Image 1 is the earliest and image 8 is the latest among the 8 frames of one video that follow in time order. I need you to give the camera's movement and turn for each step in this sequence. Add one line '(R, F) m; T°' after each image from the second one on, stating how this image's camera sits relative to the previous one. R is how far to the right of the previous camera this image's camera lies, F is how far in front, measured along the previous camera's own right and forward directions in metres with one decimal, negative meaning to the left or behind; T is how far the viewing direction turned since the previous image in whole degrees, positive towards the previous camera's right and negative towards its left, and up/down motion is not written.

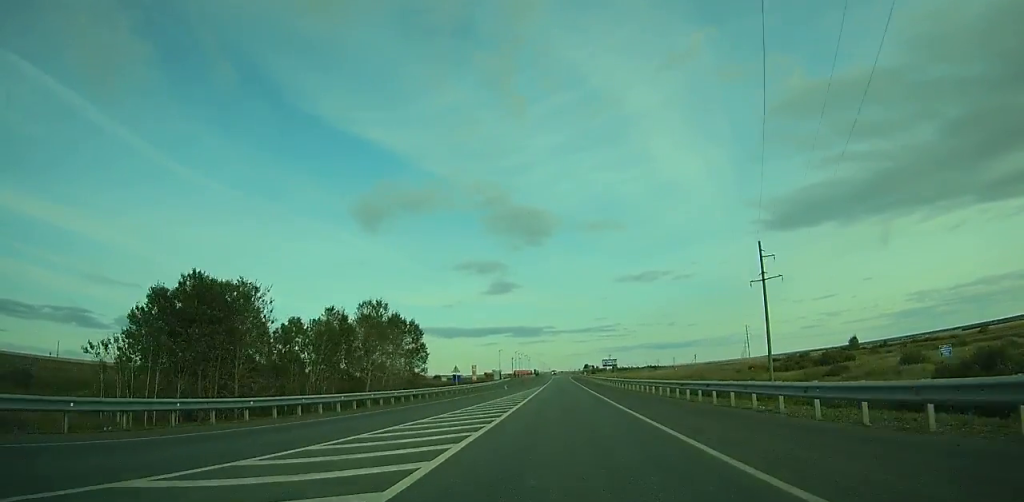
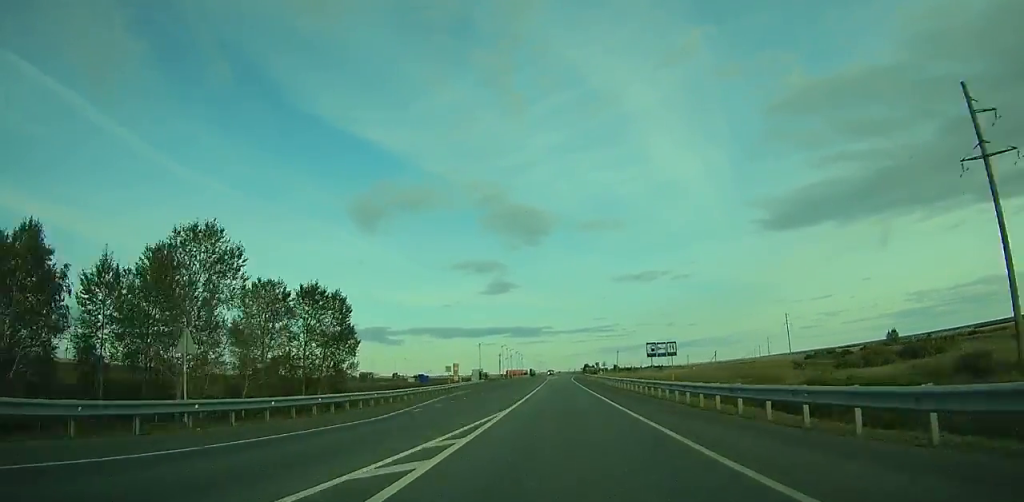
(-0.1, +44.9) m; 0°
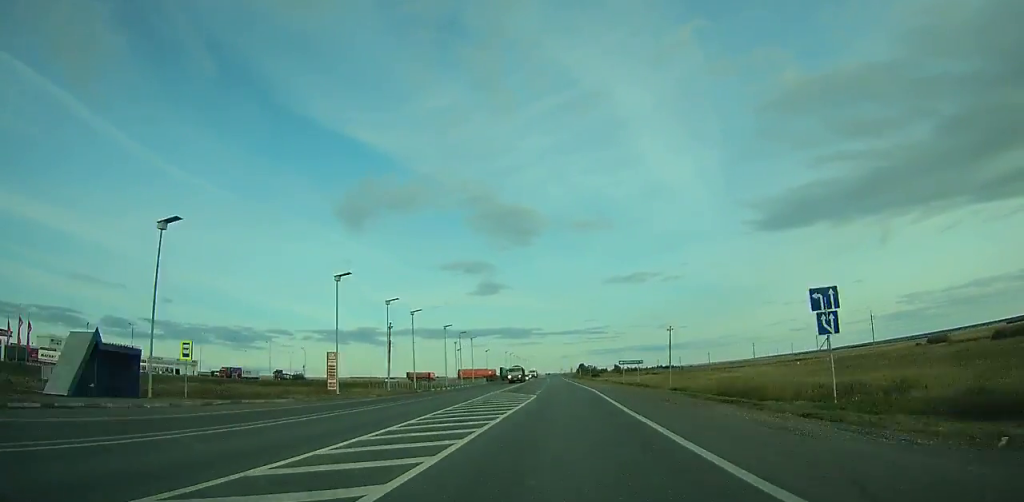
(+0.3, +123.4) m; 0°
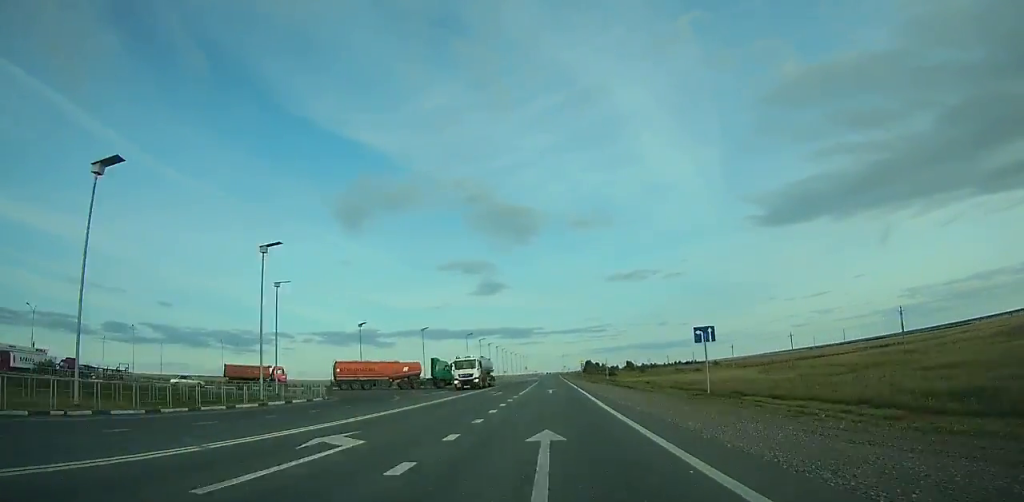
(+0.4, +90.7) m; 0°
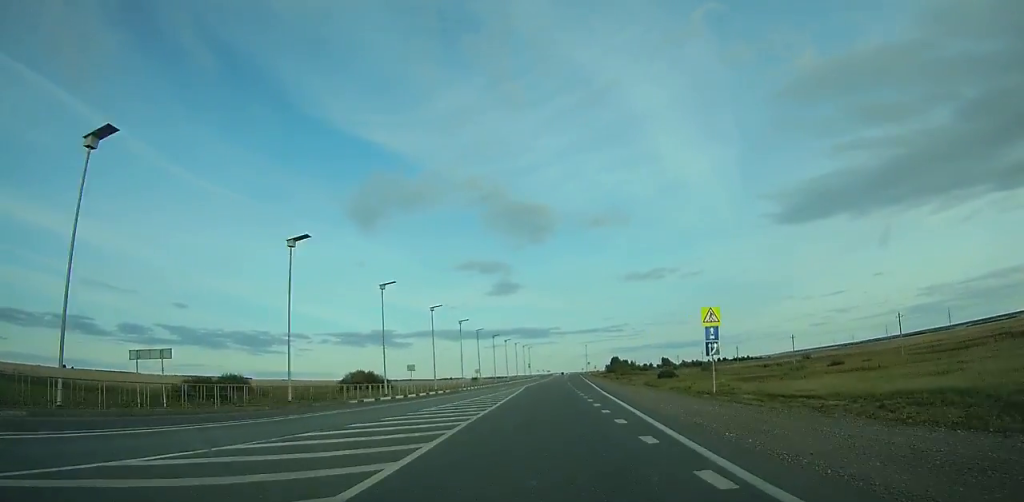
(-0.2, +104.6) m; -1°
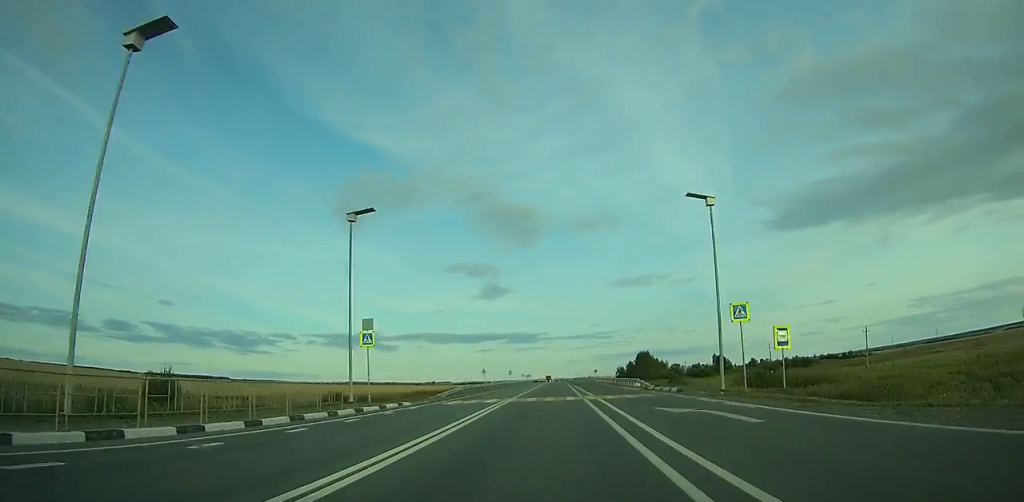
(-2.3, +165.4) m; 0°
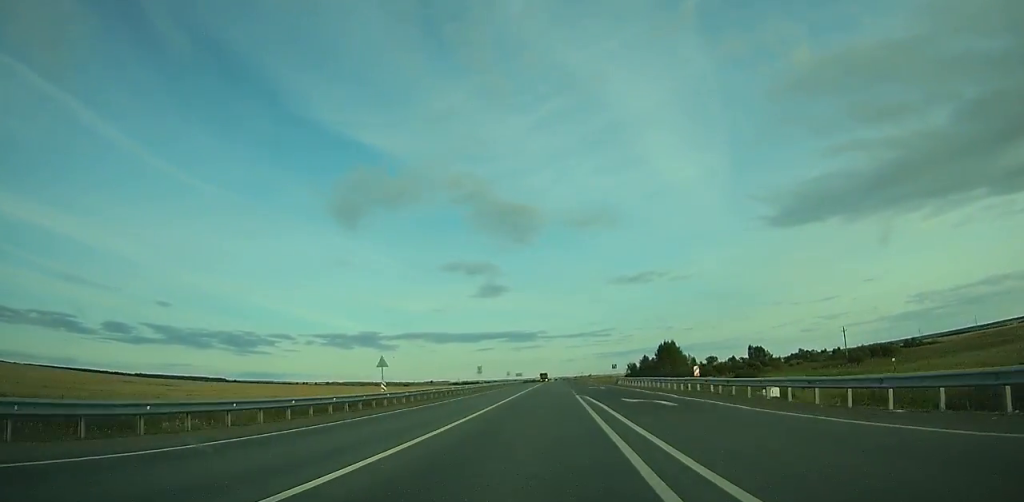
(+0.5, +51.3) m; 0°
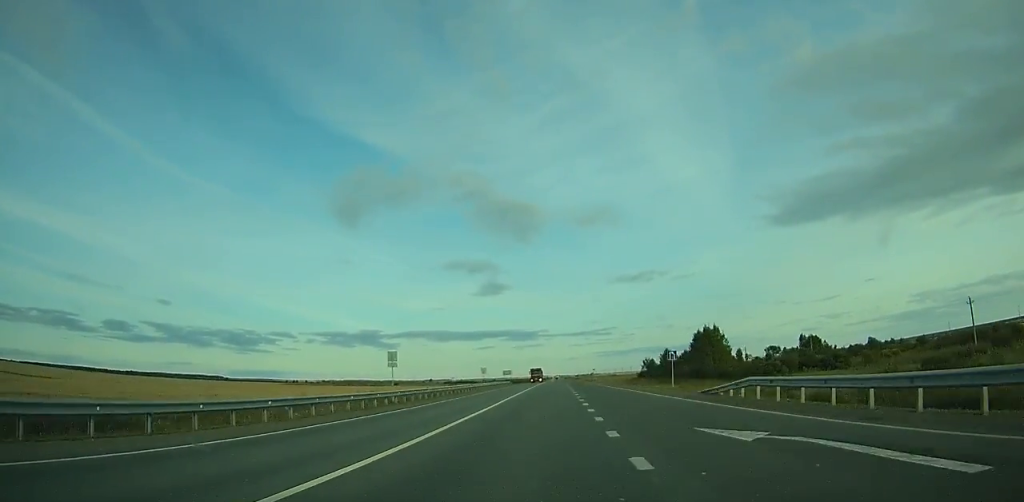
(+0.3, +45.5) m; 0°
